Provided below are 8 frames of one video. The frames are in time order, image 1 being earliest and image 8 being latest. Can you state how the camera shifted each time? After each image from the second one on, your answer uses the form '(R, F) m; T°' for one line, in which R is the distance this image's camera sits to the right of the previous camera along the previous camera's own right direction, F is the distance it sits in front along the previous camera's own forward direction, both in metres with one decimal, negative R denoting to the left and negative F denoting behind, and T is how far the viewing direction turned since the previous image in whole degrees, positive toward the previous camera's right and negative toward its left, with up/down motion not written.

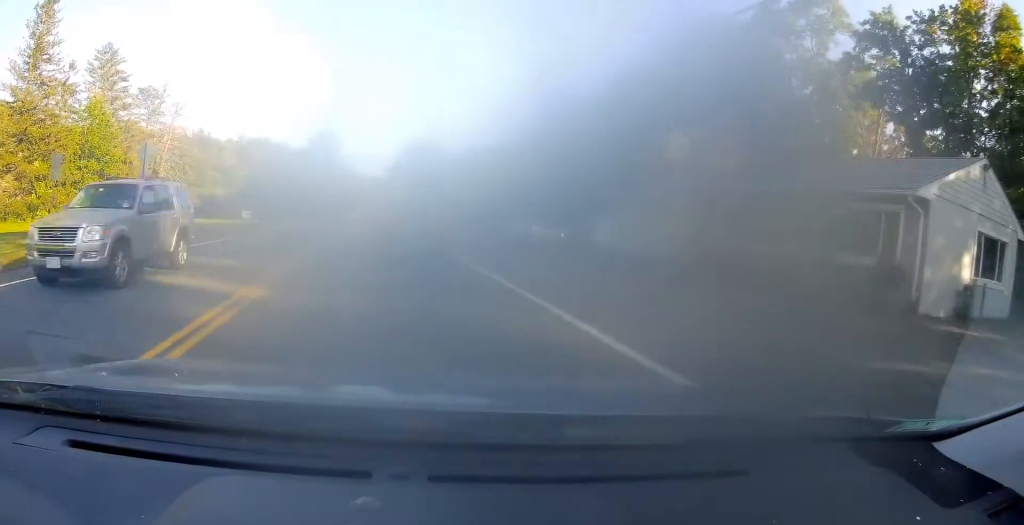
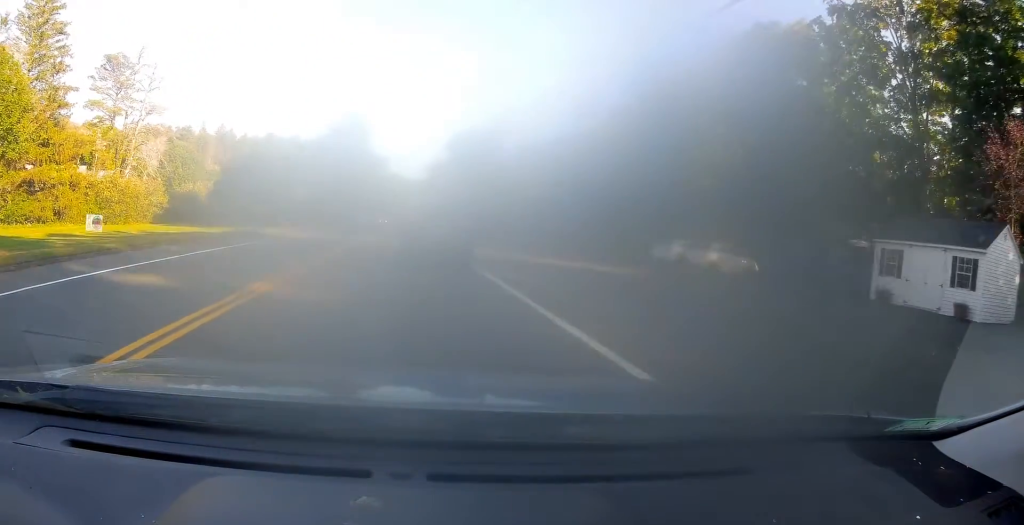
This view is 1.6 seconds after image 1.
(-0.9, +26.2) m; -2°
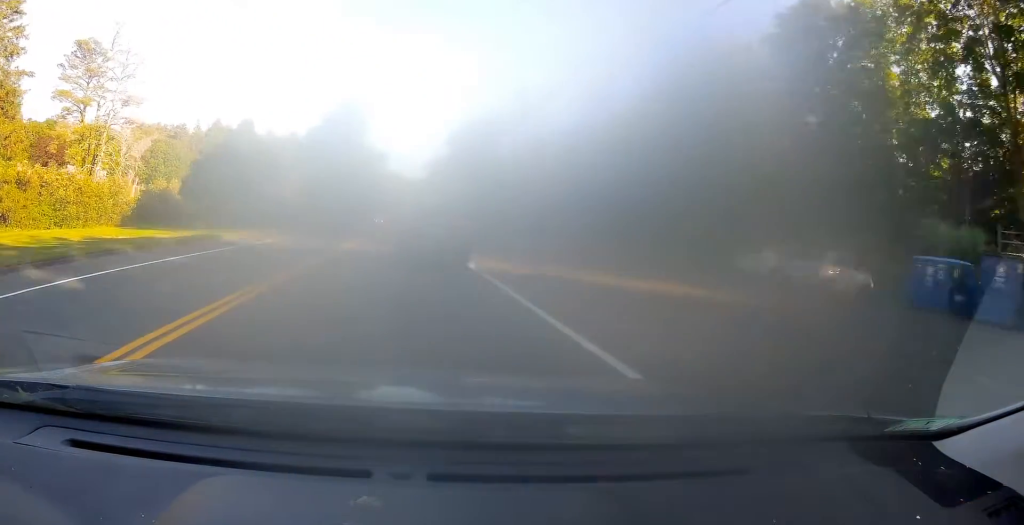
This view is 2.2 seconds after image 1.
(+0.3, +7.9) m; -1°
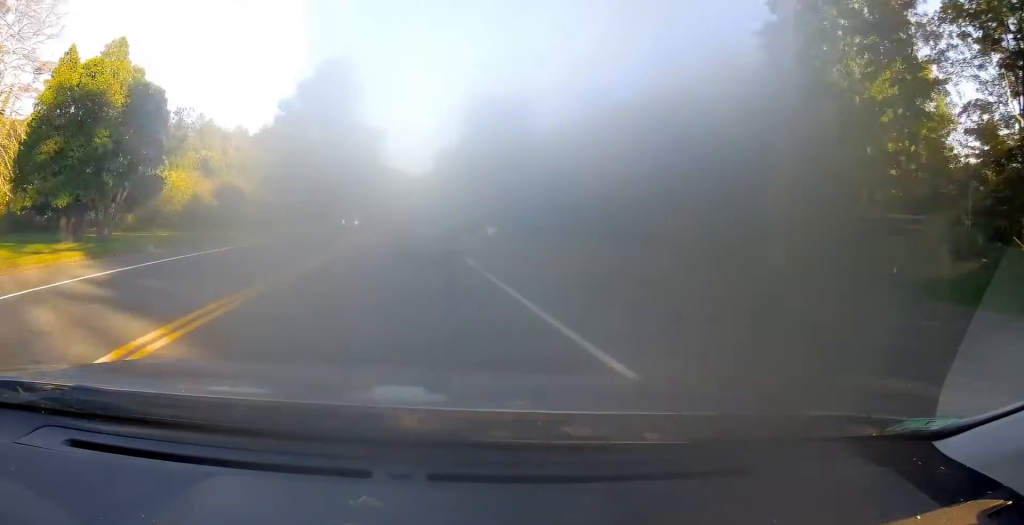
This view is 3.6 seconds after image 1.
(-0.8, +21.4) m; -2°
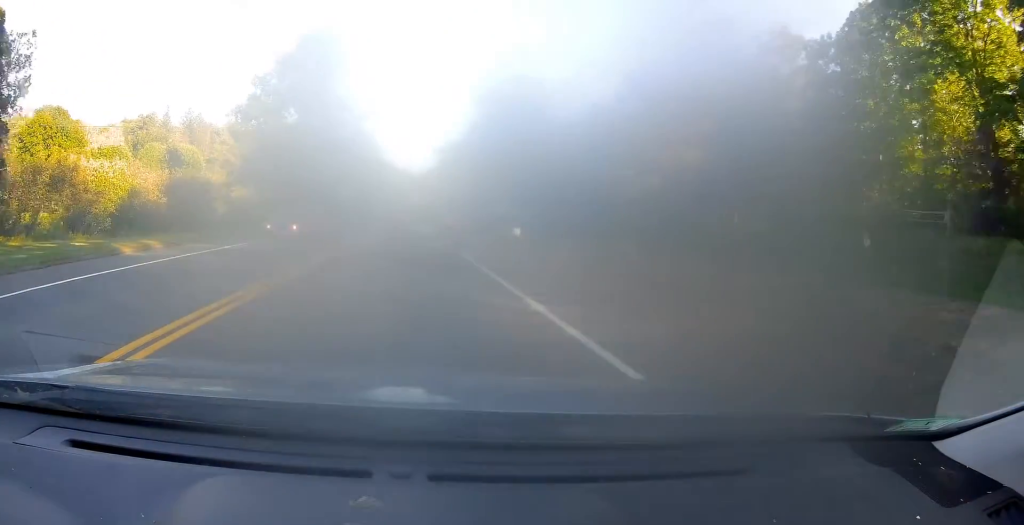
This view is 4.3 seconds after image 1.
(+0.3, +11.3) m; +1°
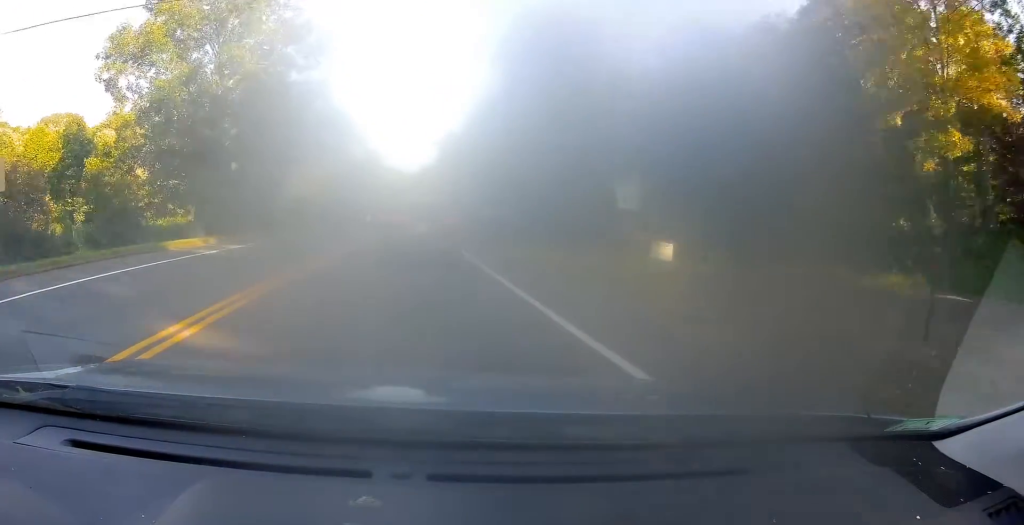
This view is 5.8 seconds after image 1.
(-0.1, +23.5) m; -1°
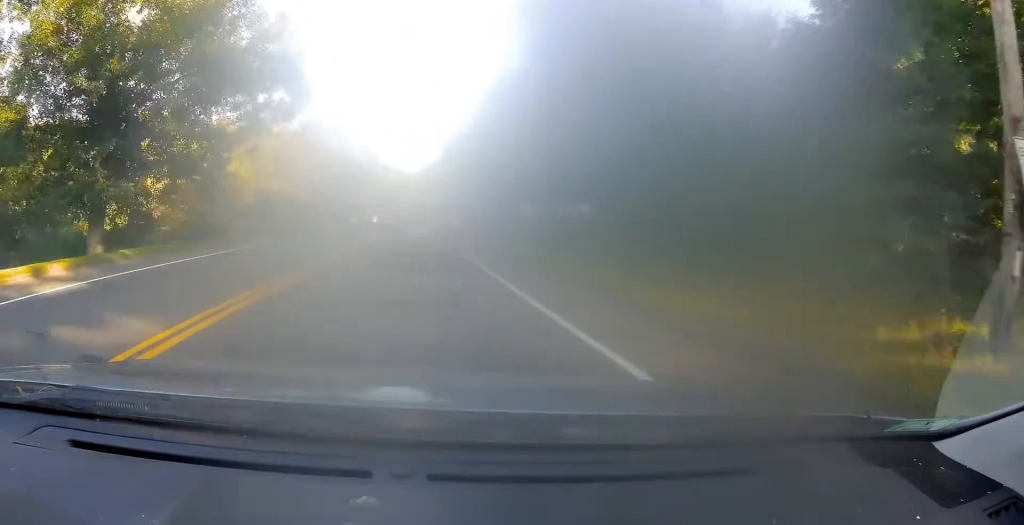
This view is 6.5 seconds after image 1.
(-0.1, +11.8) m; 0°
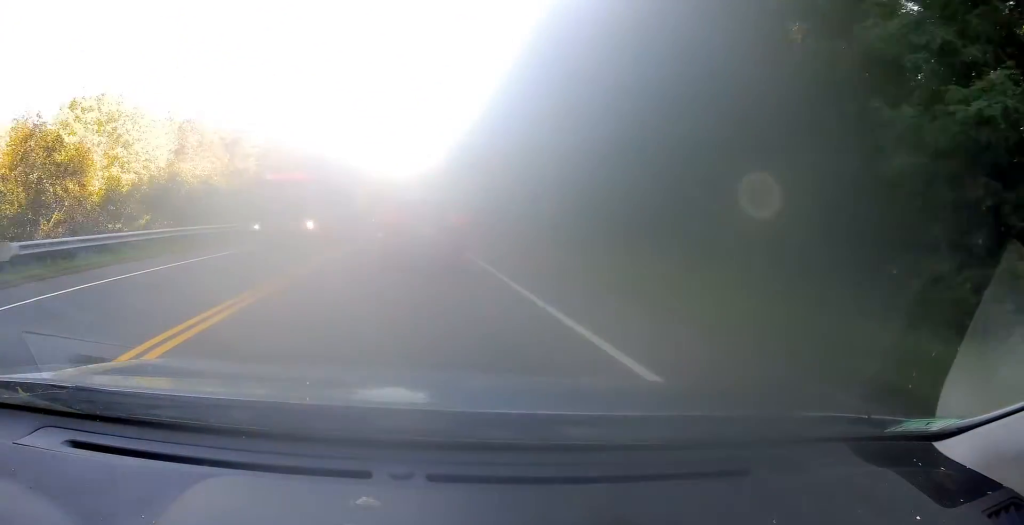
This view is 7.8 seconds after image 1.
(+0.4, +19.7) m; +1°
